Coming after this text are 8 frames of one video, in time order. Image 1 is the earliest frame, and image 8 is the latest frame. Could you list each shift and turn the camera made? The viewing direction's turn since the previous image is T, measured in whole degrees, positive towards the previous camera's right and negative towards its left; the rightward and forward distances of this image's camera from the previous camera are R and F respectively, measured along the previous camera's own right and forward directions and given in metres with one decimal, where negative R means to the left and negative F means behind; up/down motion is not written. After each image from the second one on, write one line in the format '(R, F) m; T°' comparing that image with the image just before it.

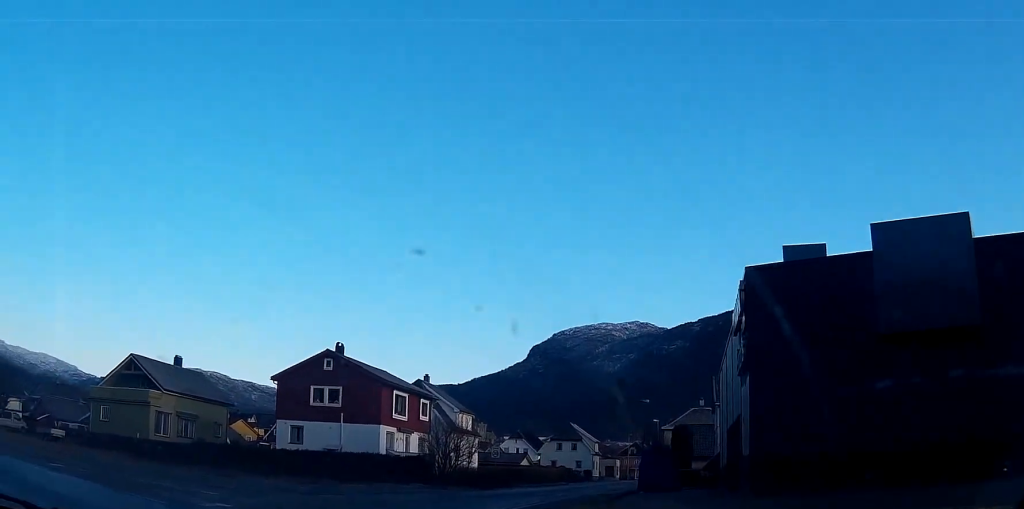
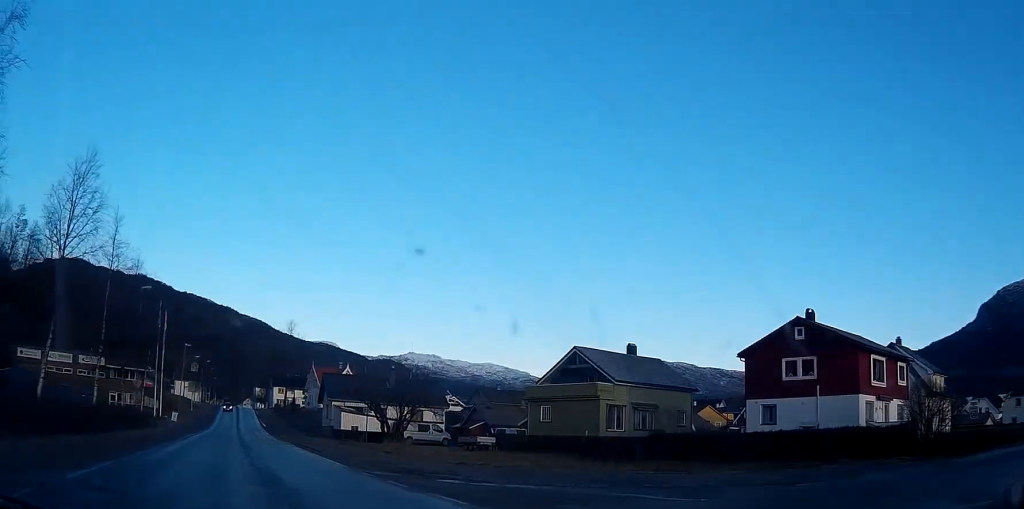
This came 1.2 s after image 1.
(-1.0, +5.3) m; -19°
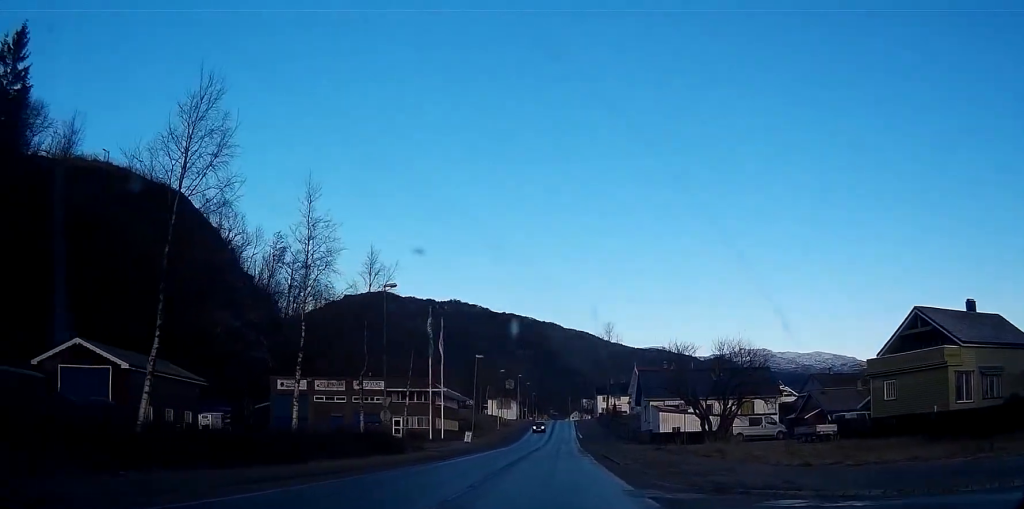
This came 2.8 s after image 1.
(-1.6, +10.2) m; -17°
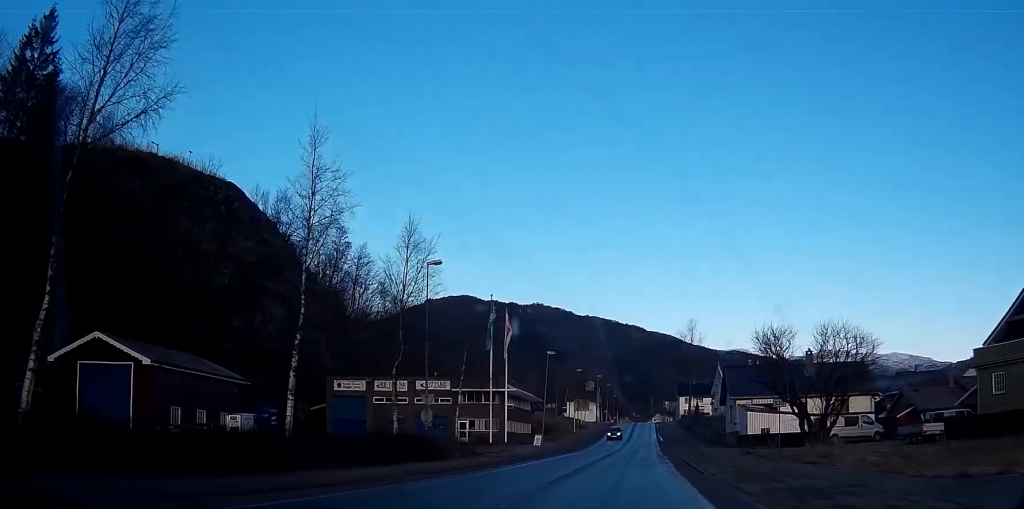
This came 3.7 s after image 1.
(-0.4, +6.7) m; -6°
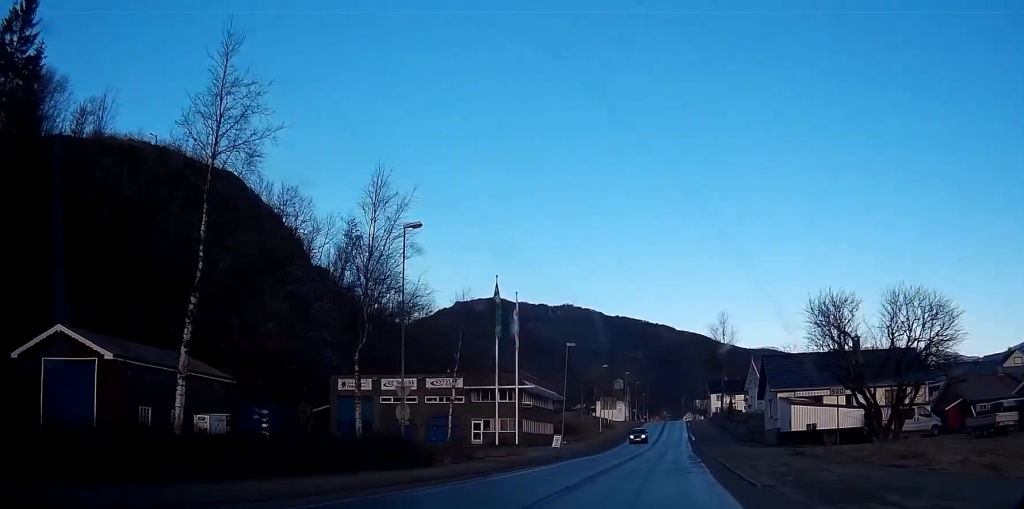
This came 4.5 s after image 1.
(-0.3, +7.2) m; -2°
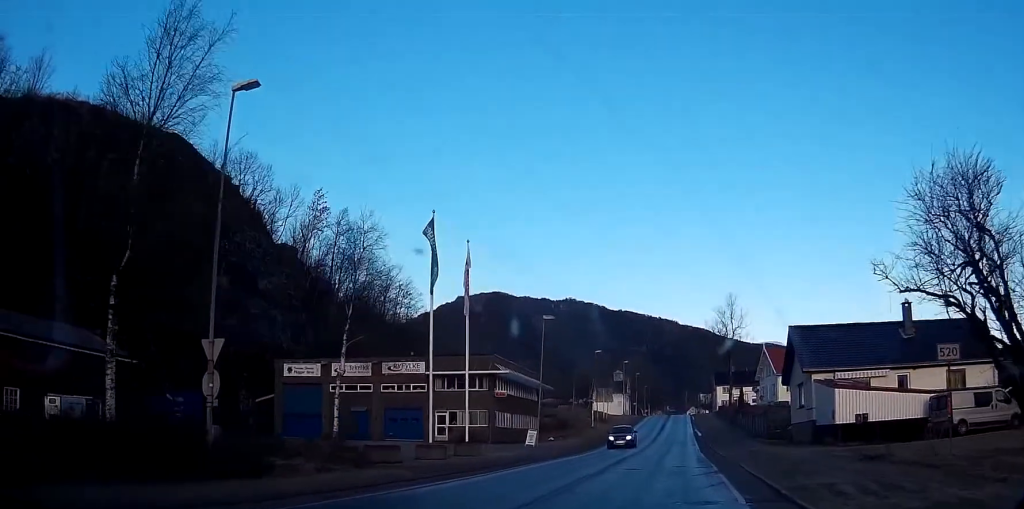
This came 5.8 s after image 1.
(-0.1, +12.5) m; 0°
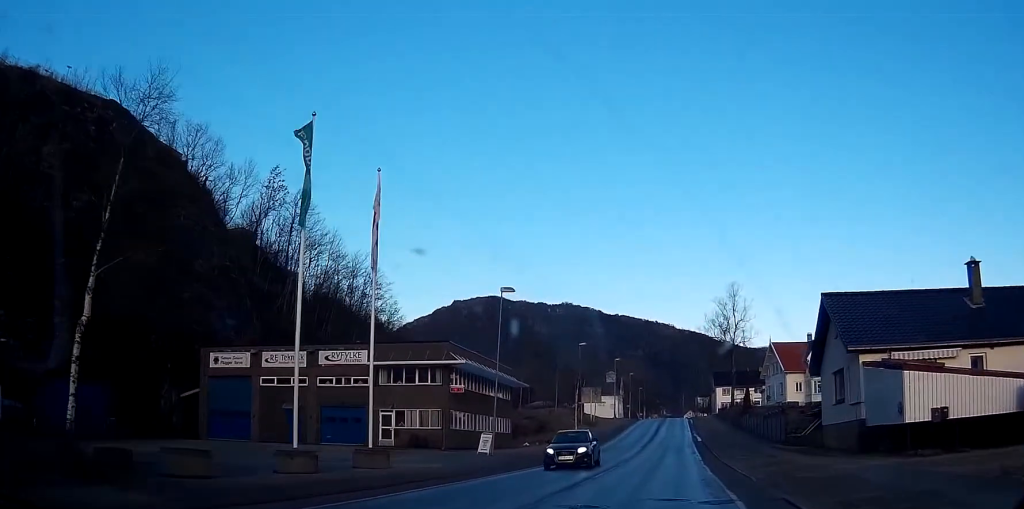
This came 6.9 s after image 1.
(0.0, +11.5) m; +1°
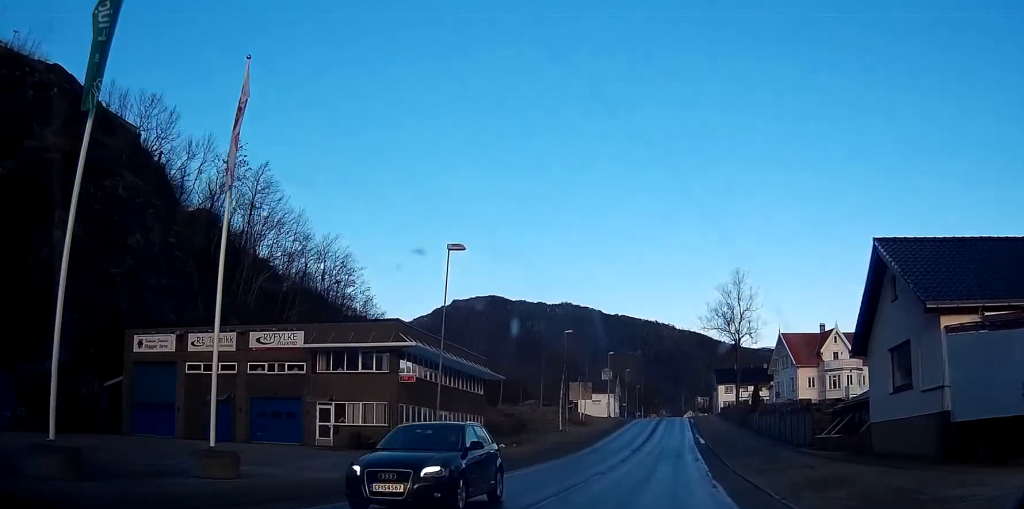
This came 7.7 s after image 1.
(+0.1, +9.3) m; 0°
